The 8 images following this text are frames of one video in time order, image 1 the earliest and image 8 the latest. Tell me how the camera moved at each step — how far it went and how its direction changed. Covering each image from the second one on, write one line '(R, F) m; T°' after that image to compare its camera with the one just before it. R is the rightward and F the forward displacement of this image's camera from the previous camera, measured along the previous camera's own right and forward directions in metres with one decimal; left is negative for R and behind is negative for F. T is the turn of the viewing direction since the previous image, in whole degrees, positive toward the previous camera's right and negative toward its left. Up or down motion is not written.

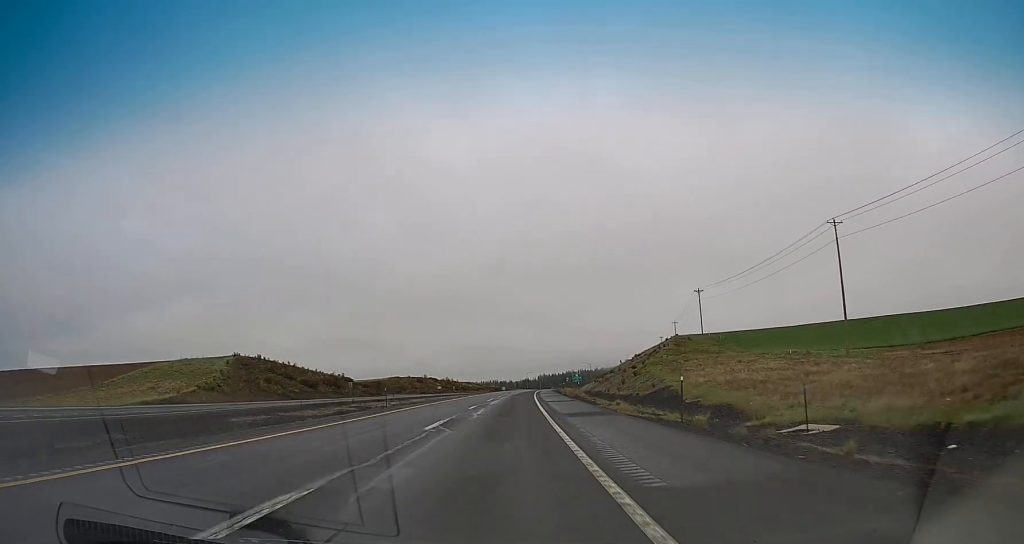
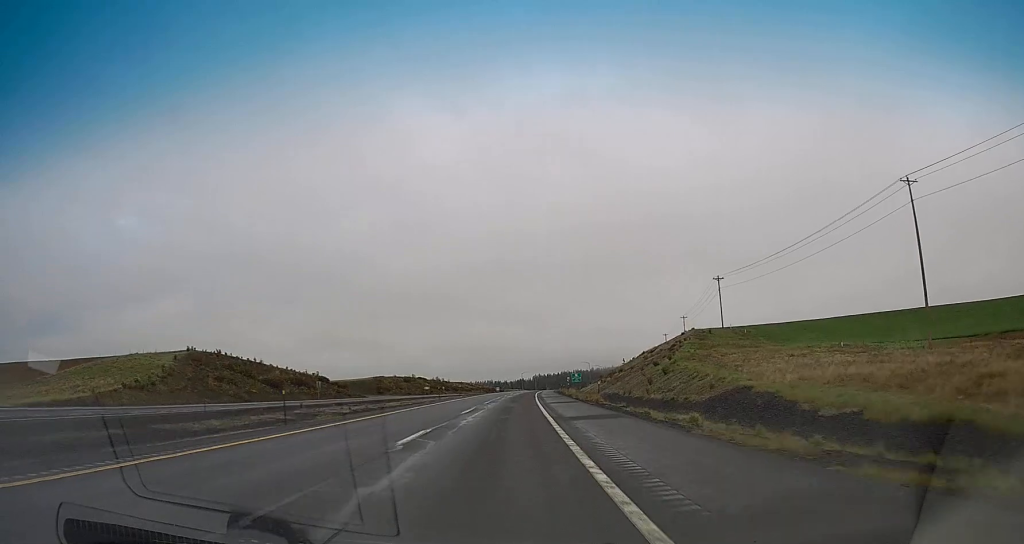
(+0.1, +19.7) m; +1°
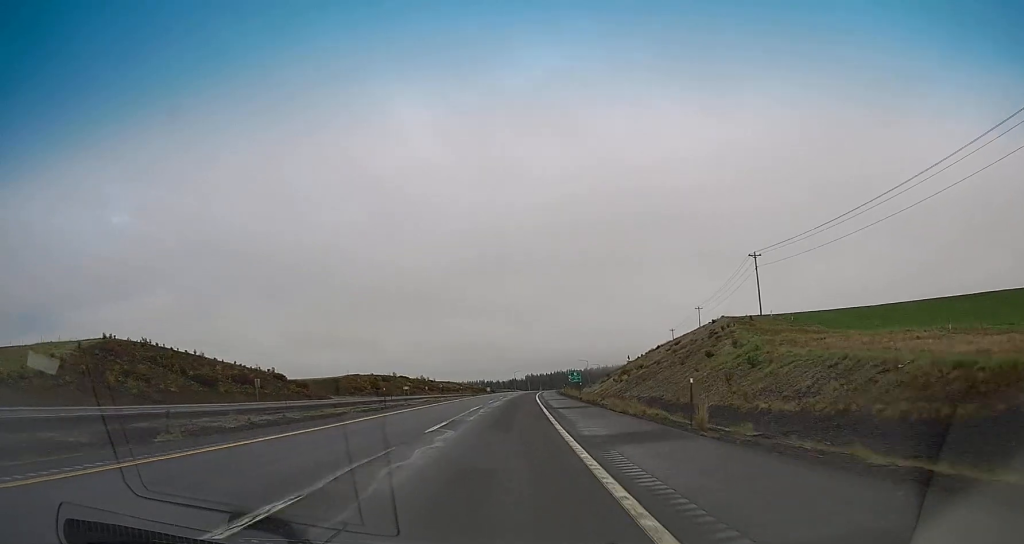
(+0.2, +26.5) m; 0°
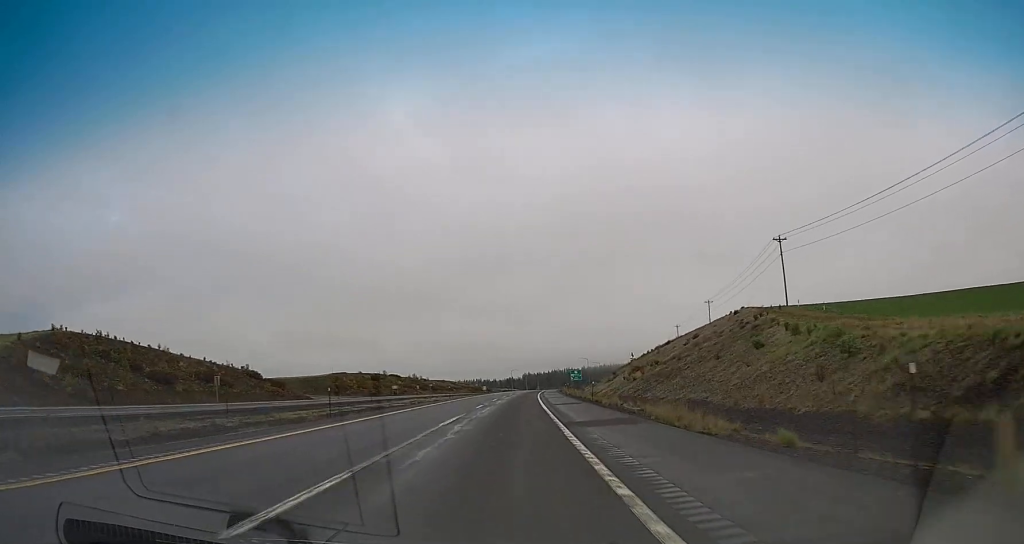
(+0.1, +12.8) m; 0°
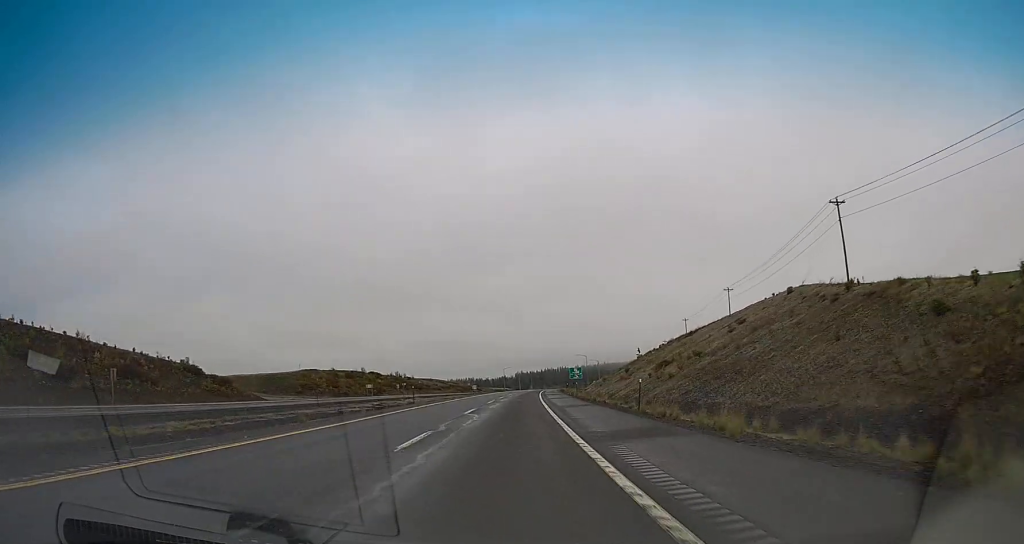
(-0.1, +22.6) m; +1°
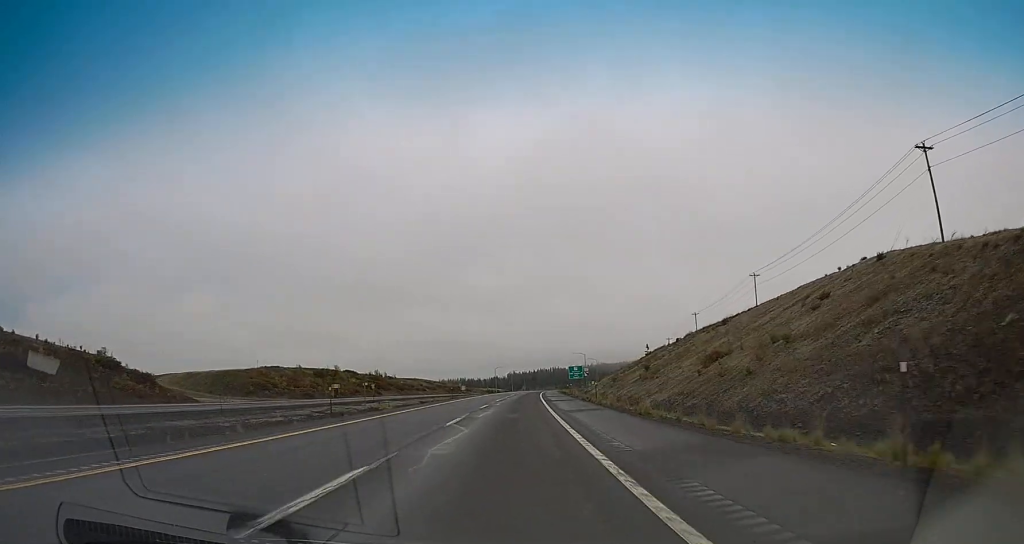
(+0.2, +22.6) m; +1°
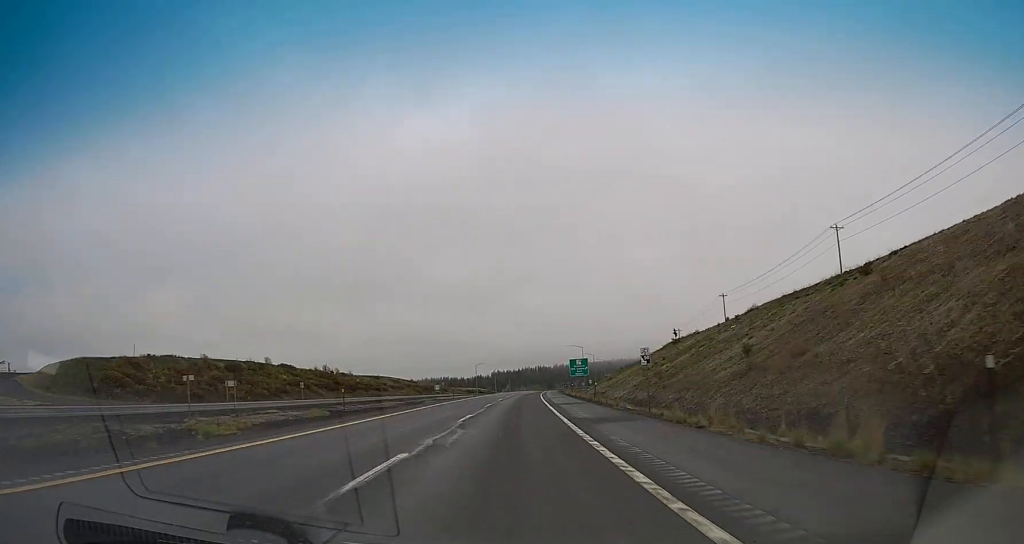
(+0.4, +43.3) m; +2°
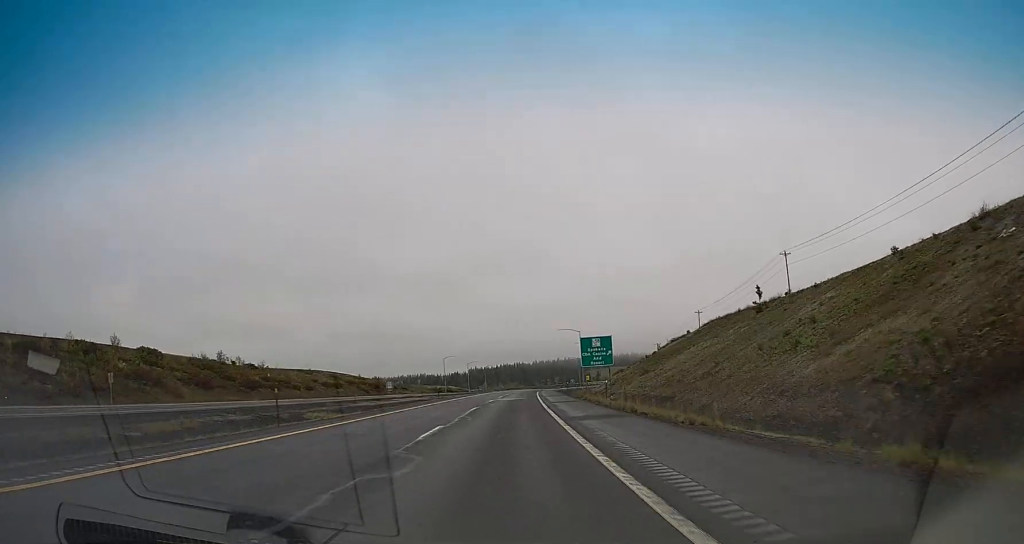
(+1.6, +53.1) m; +2°
